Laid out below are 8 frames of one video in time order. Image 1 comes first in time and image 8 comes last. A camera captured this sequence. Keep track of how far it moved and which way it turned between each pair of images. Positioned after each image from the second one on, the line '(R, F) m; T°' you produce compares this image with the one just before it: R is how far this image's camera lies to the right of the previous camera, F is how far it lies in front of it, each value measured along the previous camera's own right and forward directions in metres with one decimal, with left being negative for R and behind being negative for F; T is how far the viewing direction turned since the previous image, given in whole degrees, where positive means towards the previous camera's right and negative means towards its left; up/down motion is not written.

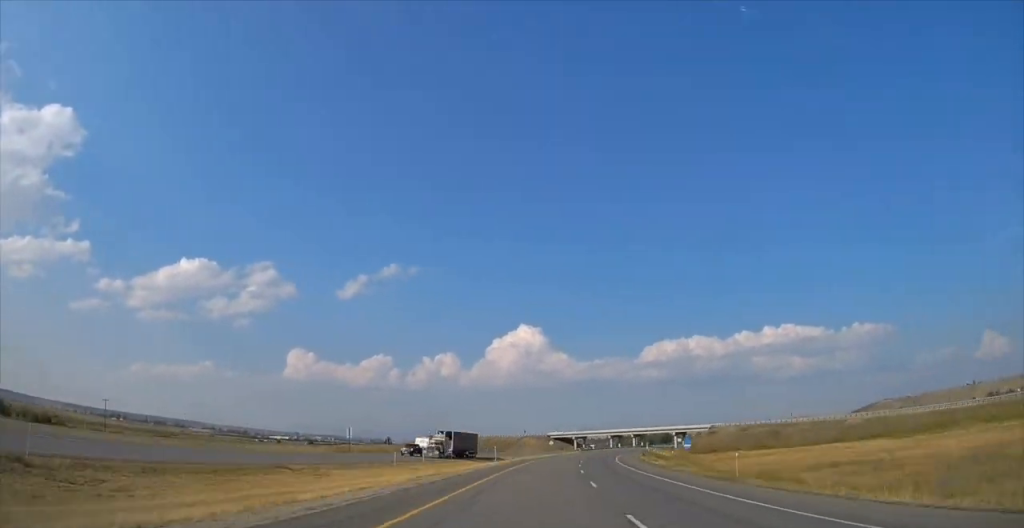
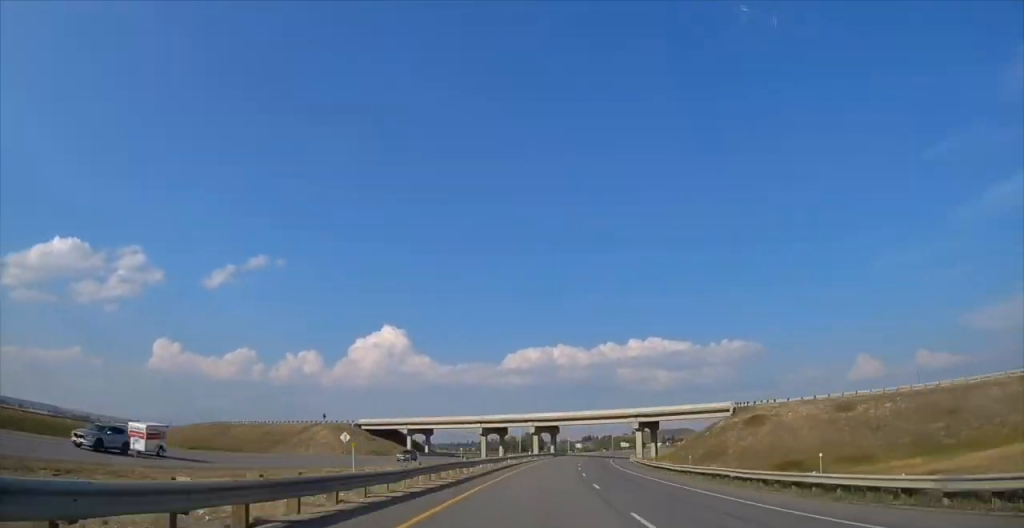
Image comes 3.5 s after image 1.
(+19.0, +132.7) m; +8°
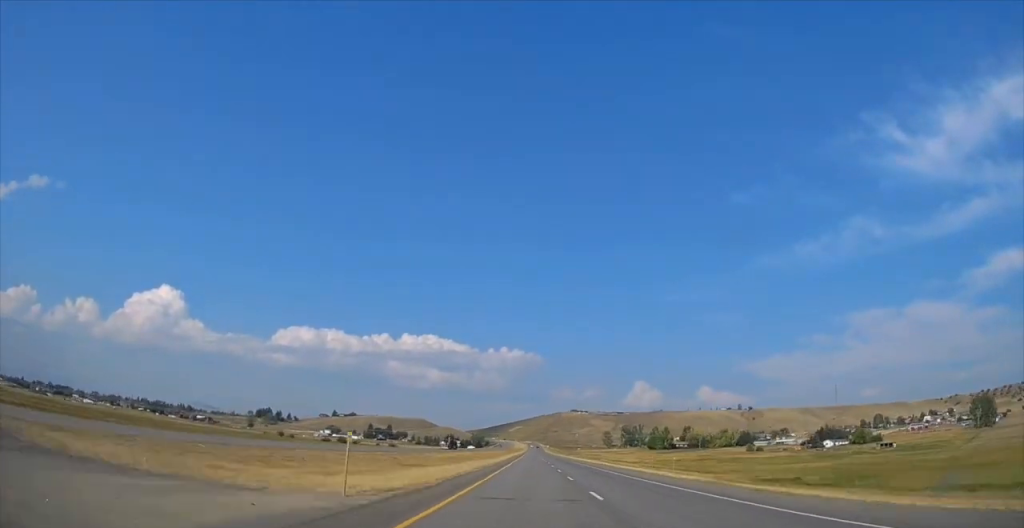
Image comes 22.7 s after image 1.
(+158.3, +728.6) m; +15°
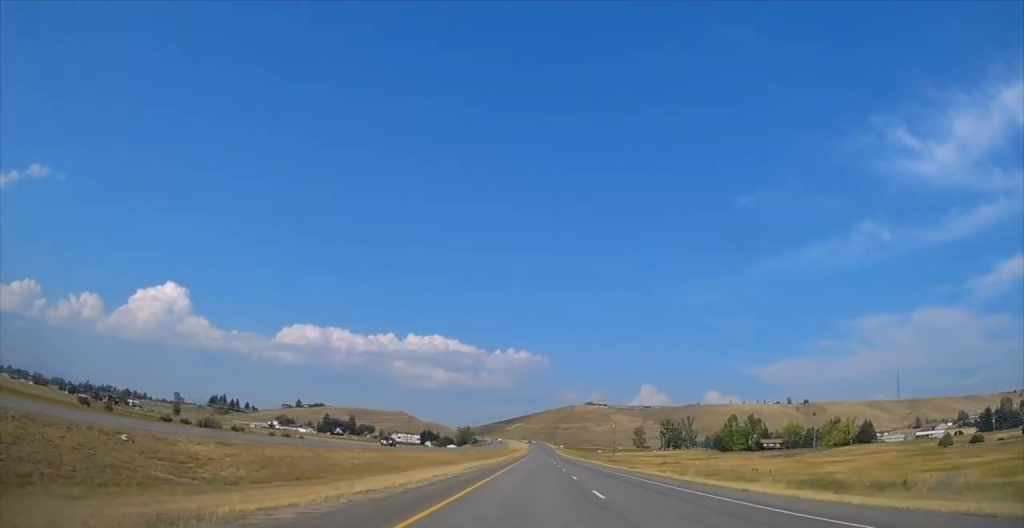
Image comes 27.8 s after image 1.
(-0.2, +198.4) m; 0°
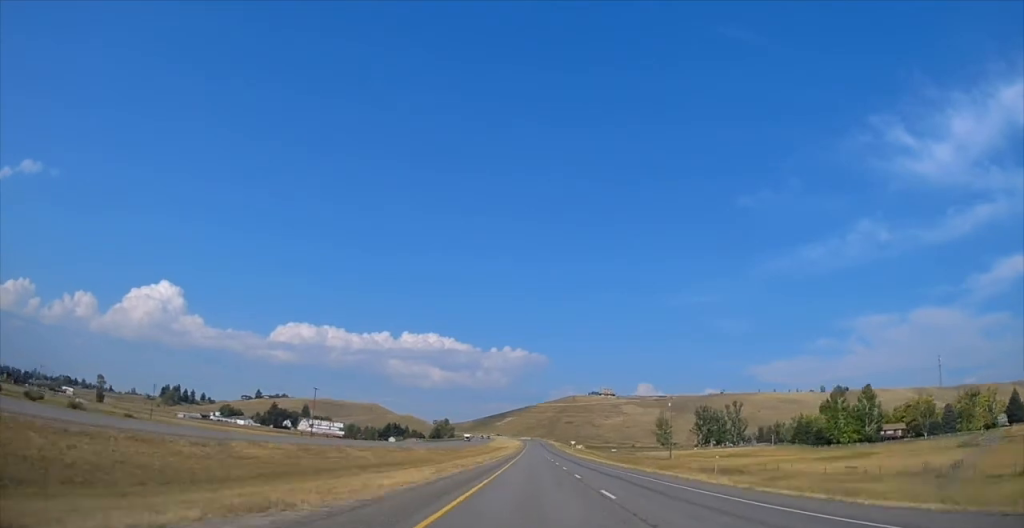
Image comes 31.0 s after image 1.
(+0.4, +124.5) m; -1°
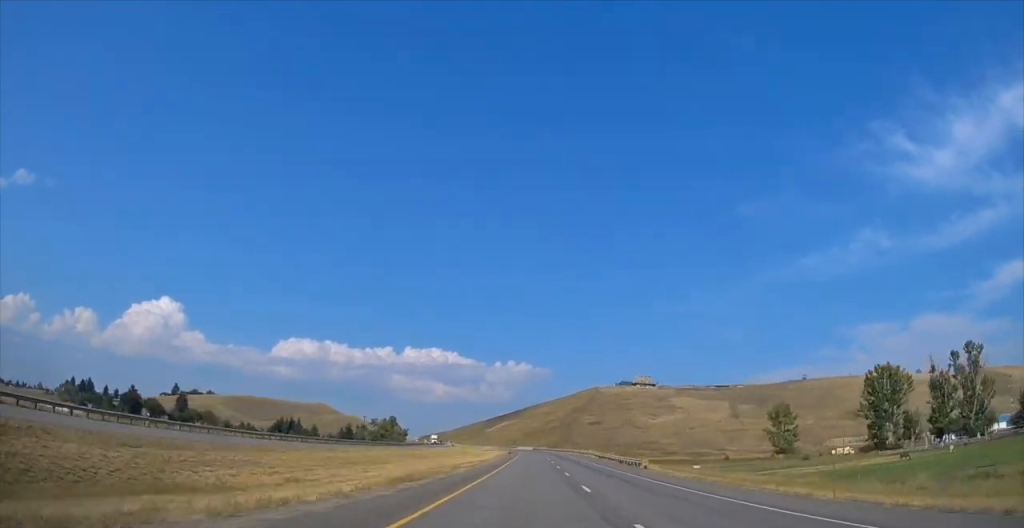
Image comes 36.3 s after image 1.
(-0.9, +202.2) m; -4°
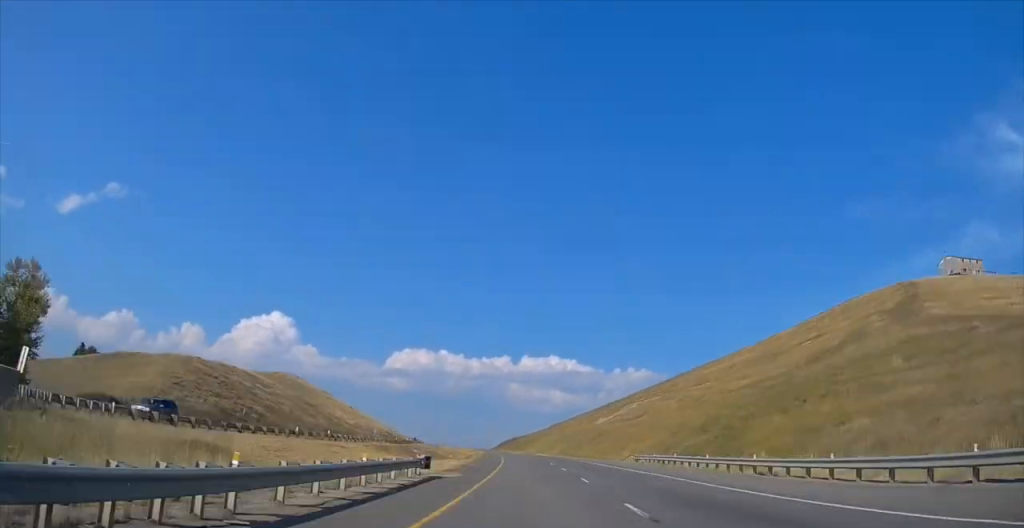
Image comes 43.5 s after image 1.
(-20.1, +277.0) m; -7°
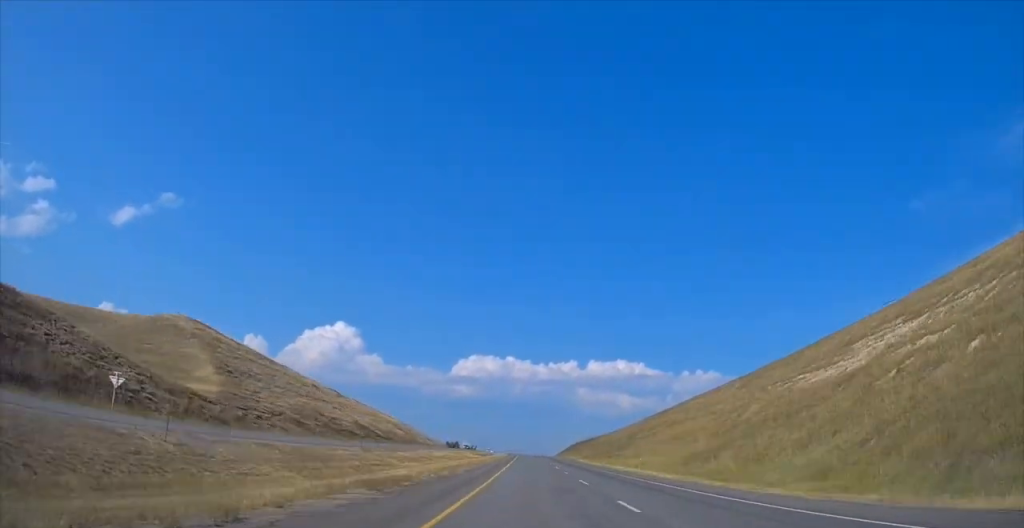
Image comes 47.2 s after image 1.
(-4.4, +145.9) m; -3°
